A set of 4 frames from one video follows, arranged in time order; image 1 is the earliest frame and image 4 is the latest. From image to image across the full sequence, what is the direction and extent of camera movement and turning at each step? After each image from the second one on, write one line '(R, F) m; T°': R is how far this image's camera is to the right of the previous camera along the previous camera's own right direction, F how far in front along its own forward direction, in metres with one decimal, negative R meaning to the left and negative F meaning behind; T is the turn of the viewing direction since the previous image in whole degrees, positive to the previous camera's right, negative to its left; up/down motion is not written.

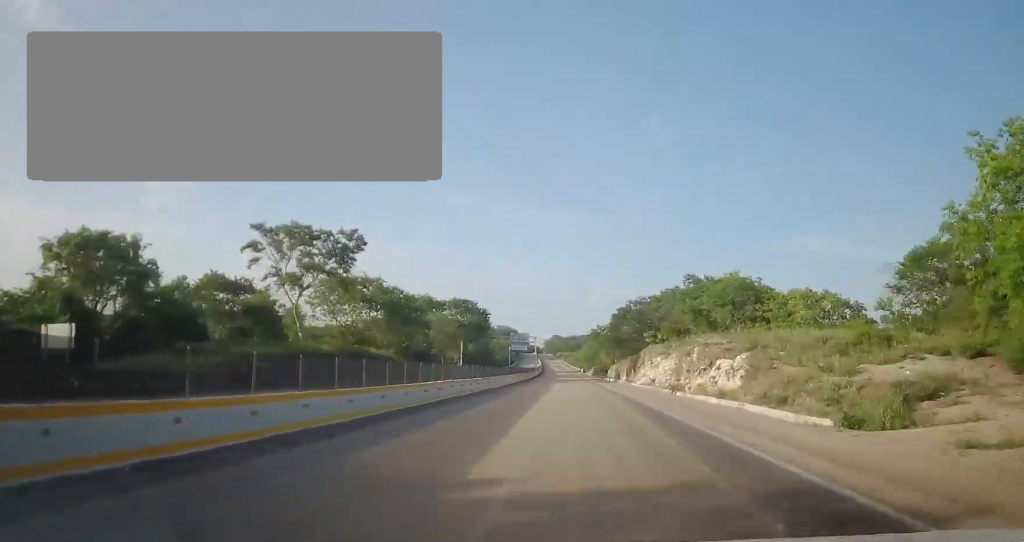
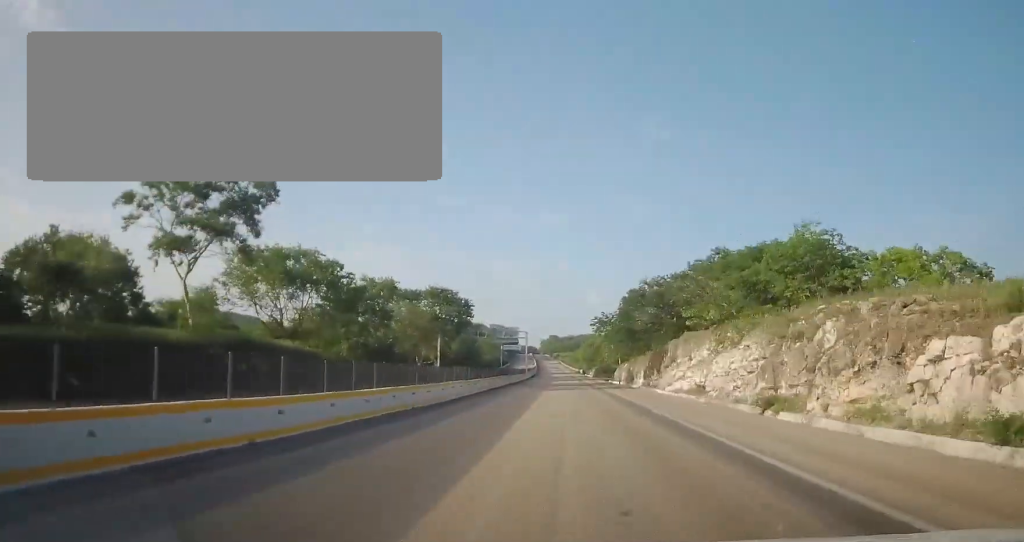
(-0.1, +18.7) m; 0°
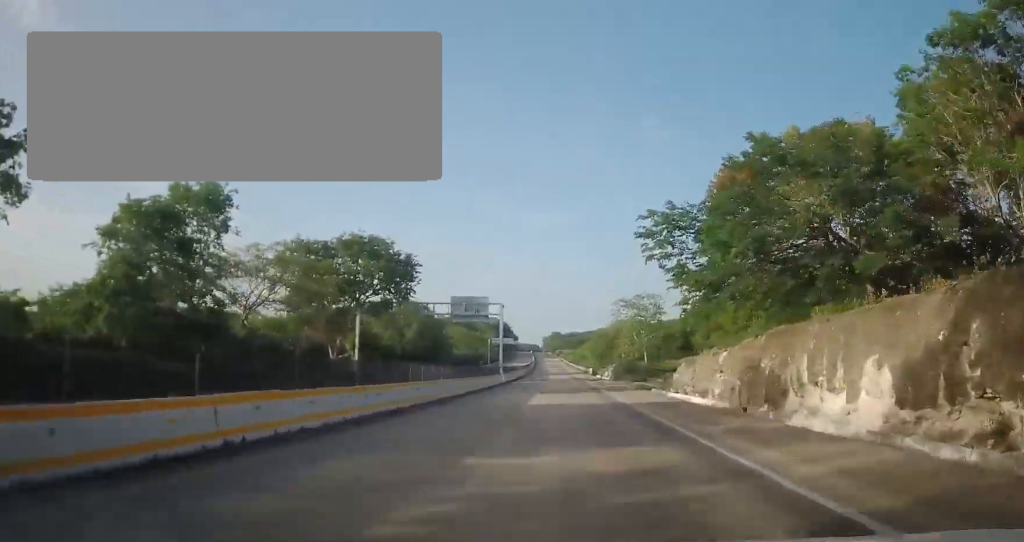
(+0.1, +40.7) m; +1°
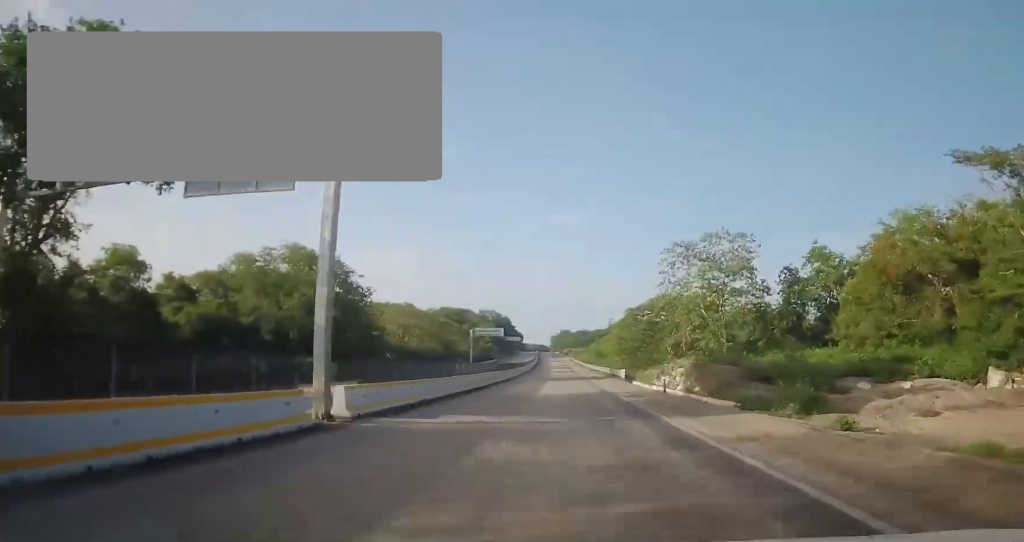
(+0.2, +44.6) m; -1°
